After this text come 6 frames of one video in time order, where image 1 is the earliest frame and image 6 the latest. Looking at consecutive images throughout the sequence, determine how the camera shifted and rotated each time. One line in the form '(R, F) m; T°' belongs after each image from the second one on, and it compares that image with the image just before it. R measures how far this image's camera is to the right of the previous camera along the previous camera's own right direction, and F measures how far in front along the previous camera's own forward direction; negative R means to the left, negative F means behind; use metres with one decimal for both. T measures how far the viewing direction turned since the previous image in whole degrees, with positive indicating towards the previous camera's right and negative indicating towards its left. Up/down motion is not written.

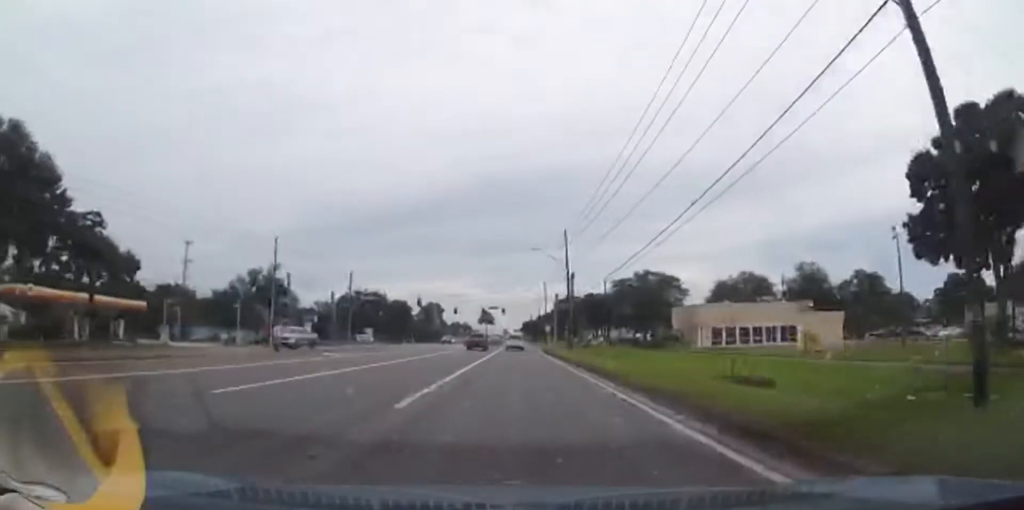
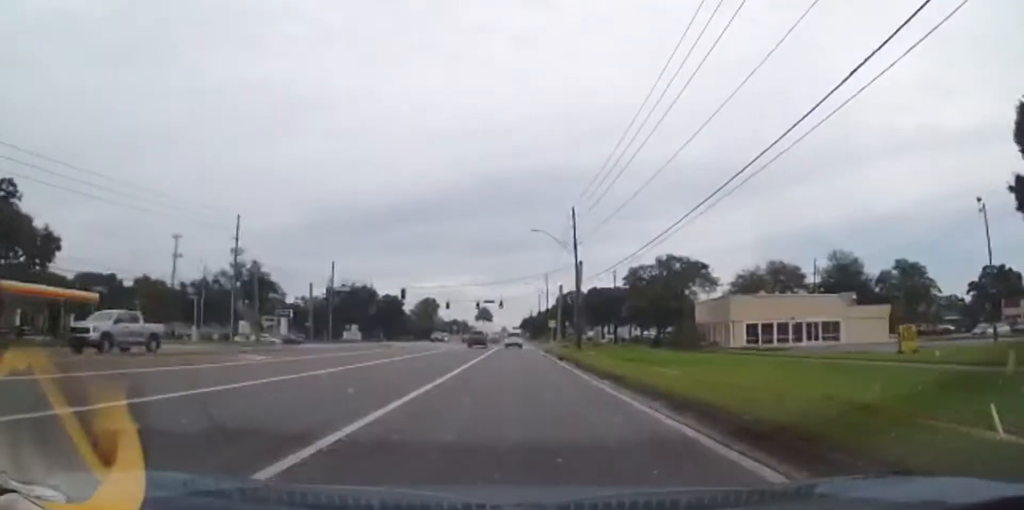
(0.0, +10.7) m; 0°
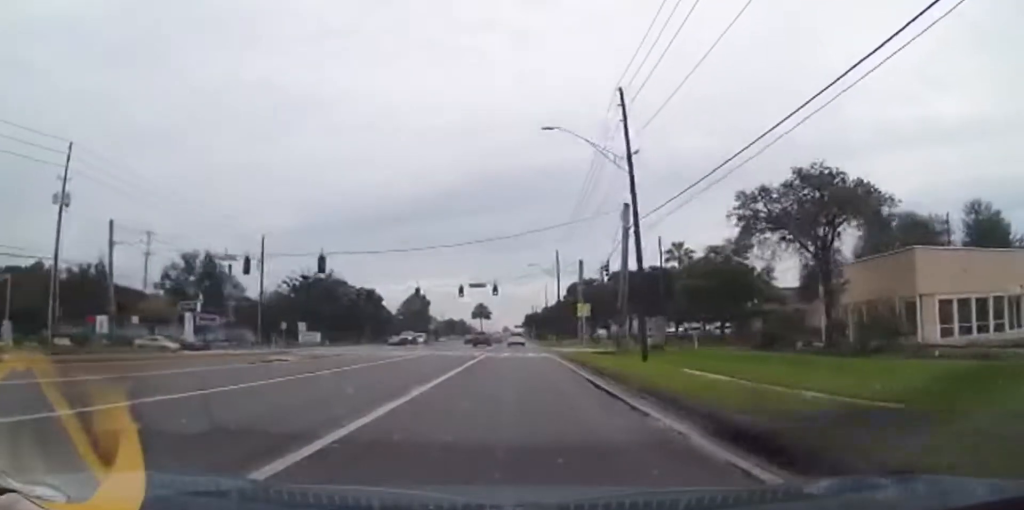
(0.0, +29.1) m; 0°
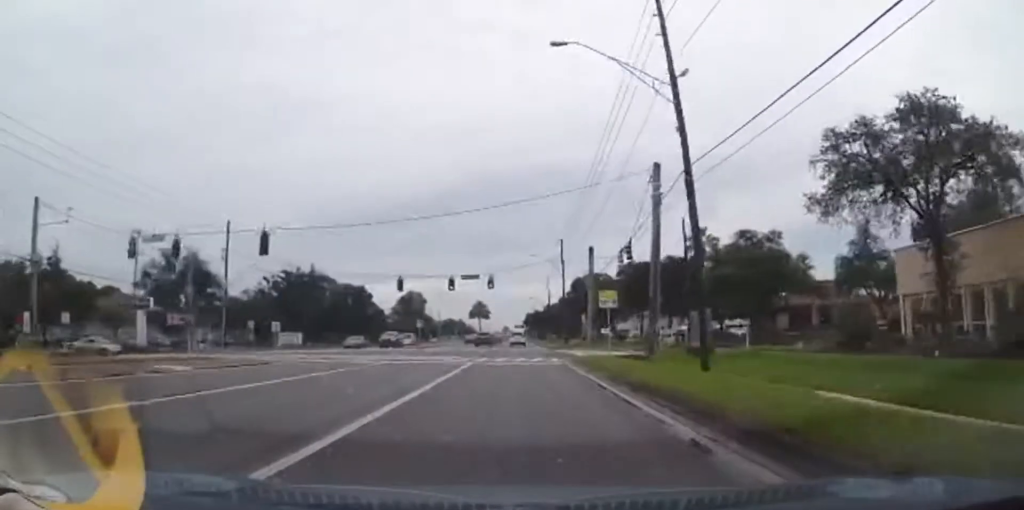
(0.0, +9.5) m; 0°
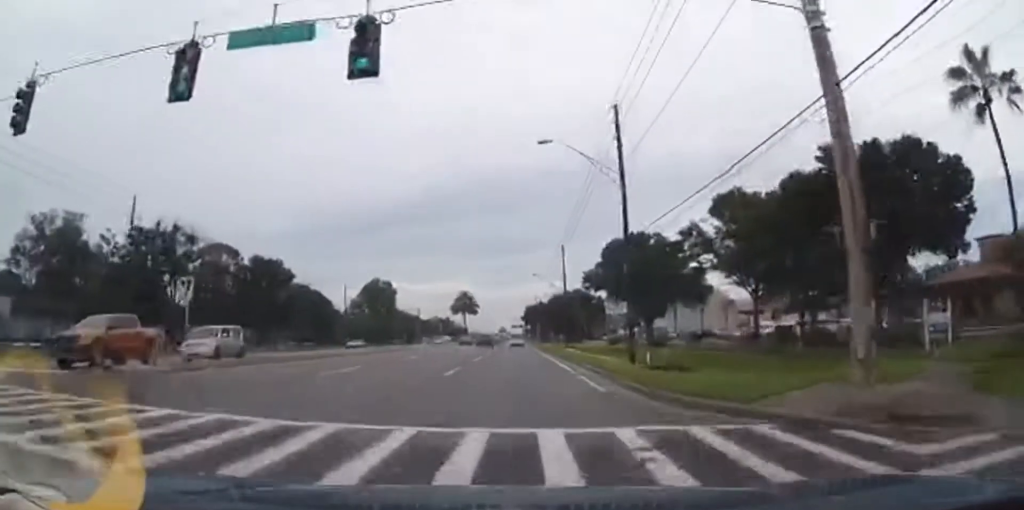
(+0.4, +44.3) m; 0°
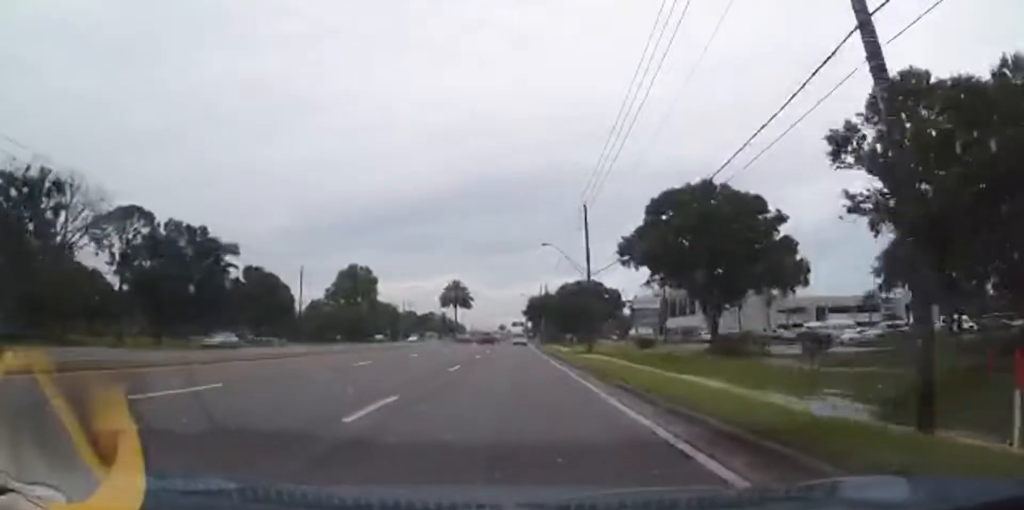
(-0.2, +22.5) m; -1°
